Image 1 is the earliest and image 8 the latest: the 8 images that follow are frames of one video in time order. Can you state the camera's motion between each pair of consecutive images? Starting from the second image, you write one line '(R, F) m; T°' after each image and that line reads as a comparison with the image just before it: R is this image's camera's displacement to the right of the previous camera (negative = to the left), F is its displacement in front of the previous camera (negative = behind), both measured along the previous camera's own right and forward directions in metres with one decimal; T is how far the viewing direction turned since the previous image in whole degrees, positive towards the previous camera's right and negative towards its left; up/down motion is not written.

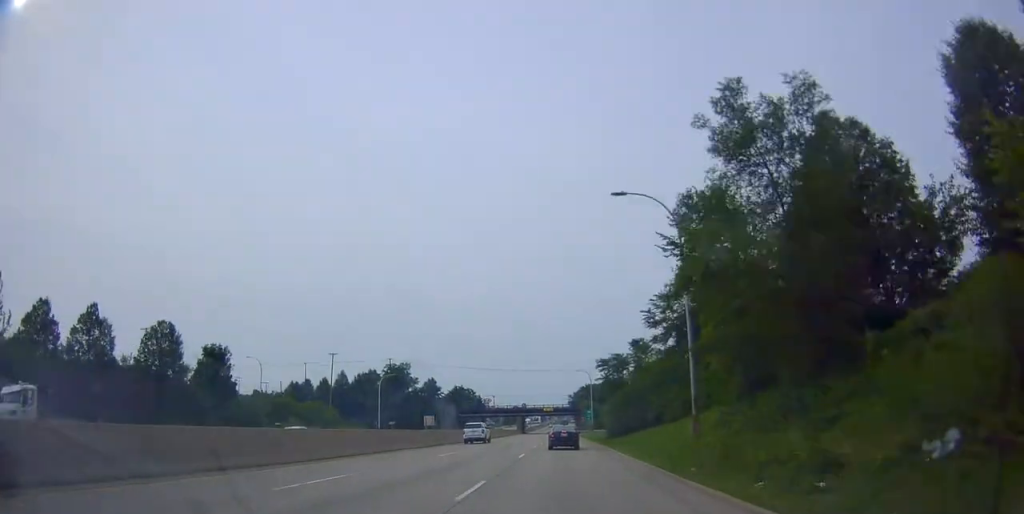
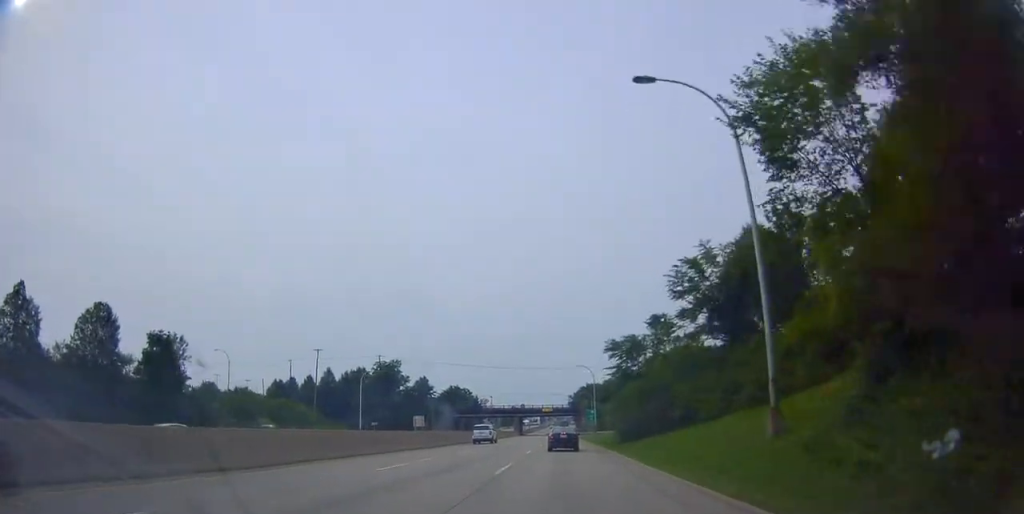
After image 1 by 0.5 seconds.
(+0.2, +9.3) m; +2°
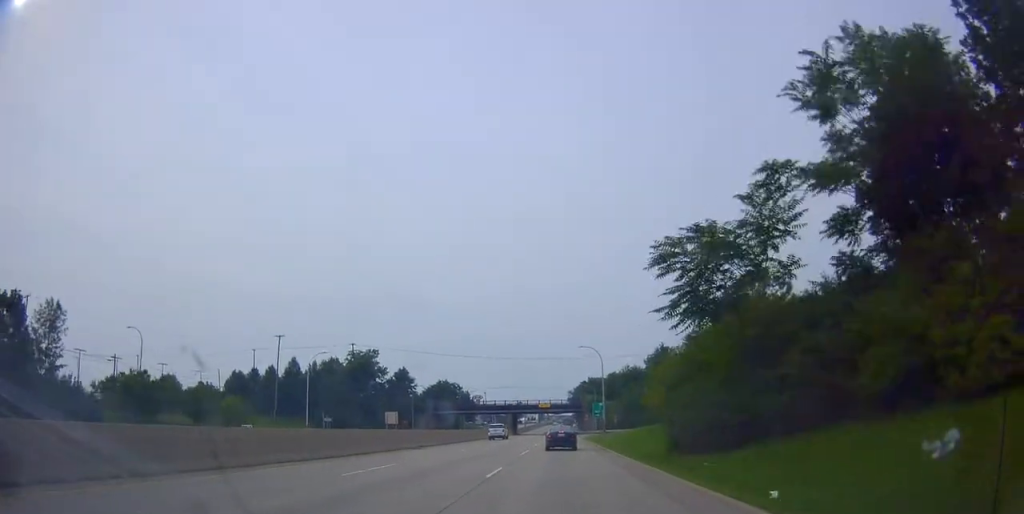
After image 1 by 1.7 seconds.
(+0.2, +19.6) m; -1°
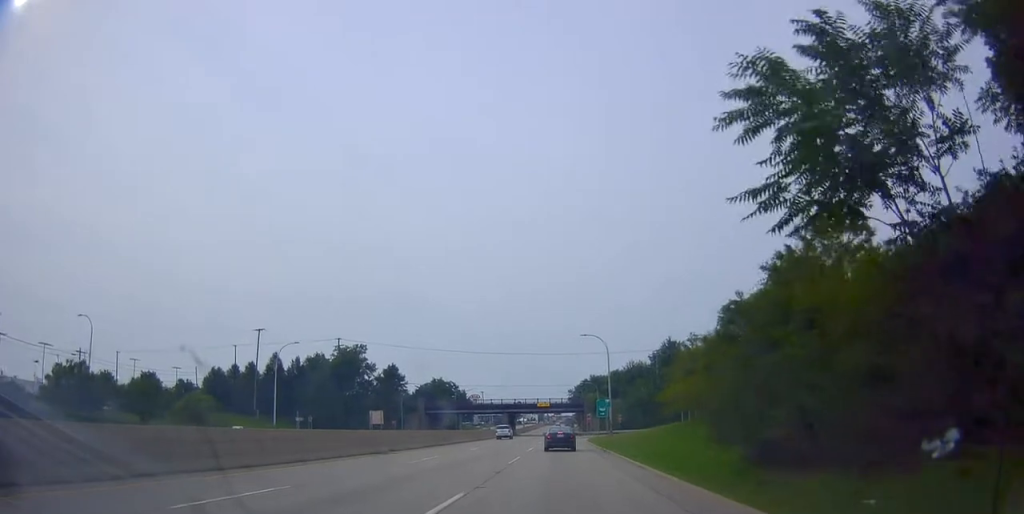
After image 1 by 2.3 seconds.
(-0.1, +9.3) m; -2°
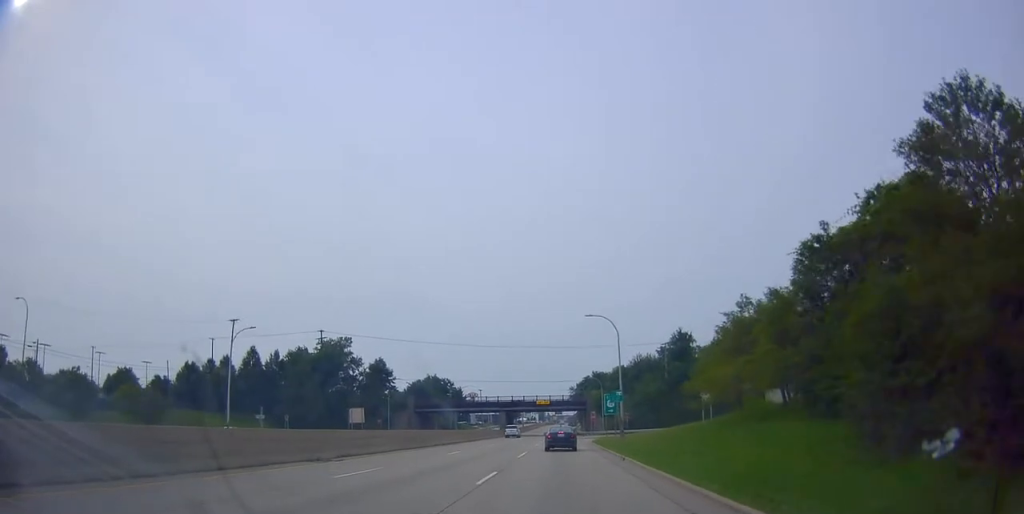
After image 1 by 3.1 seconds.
(-0.3, +10.5) m; -1°
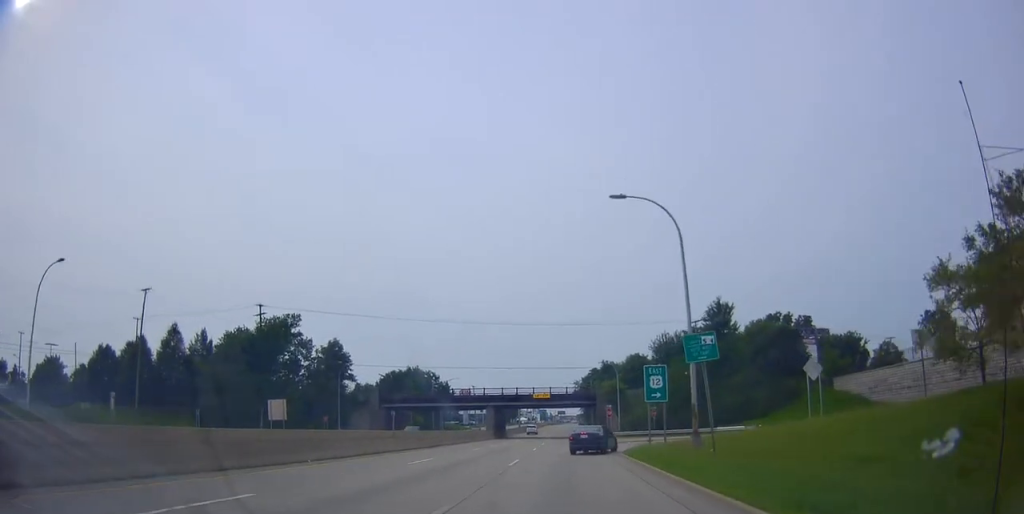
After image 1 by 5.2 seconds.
(-0.4, +27.6) m; -1°
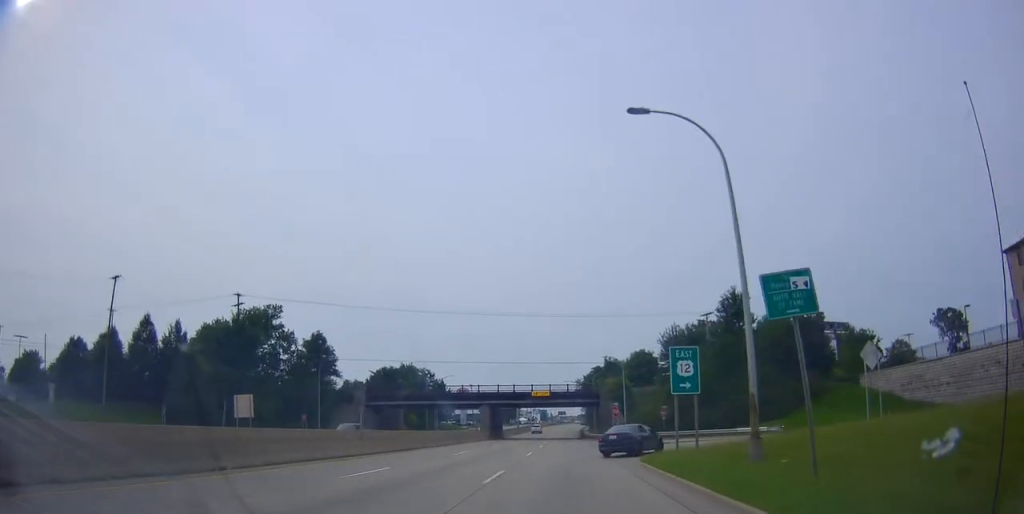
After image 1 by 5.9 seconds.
(+0.1, +7.2) m; +1°
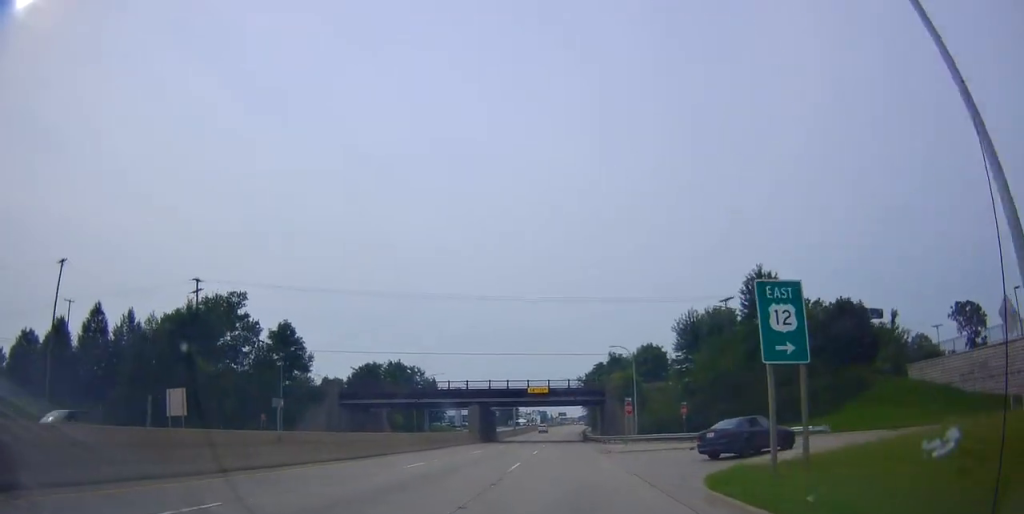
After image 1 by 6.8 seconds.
(+0.2, +10.3) m; 0°
